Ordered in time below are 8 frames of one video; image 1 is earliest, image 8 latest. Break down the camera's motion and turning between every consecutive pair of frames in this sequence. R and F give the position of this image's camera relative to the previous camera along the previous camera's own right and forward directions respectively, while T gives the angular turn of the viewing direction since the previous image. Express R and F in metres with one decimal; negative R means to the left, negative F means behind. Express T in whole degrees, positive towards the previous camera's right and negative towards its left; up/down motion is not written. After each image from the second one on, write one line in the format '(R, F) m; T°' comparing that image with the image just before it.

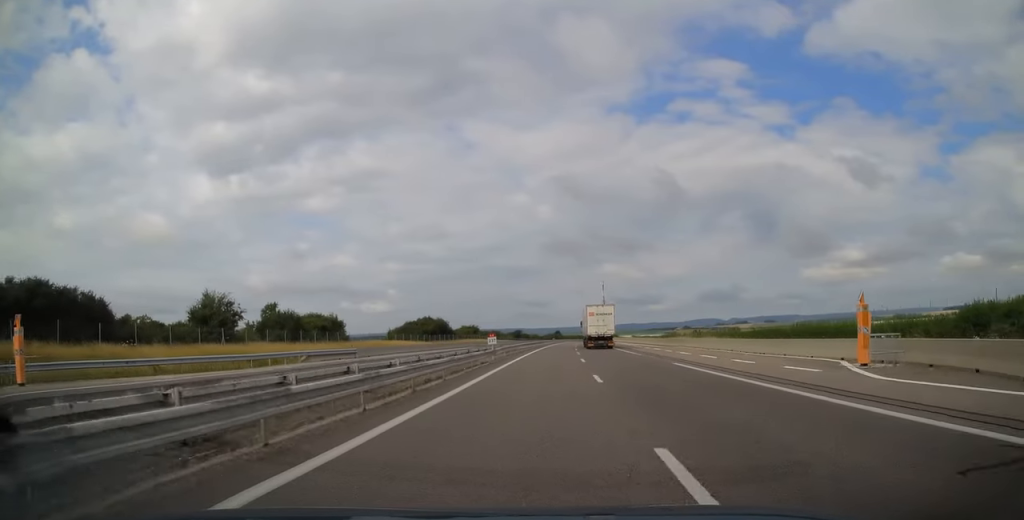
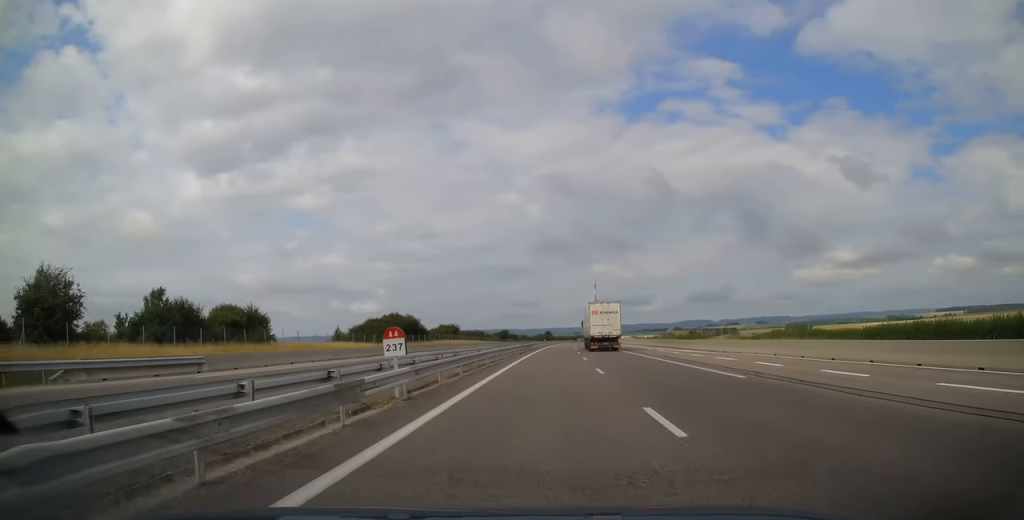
(+0.3, +22.0) m; +1°
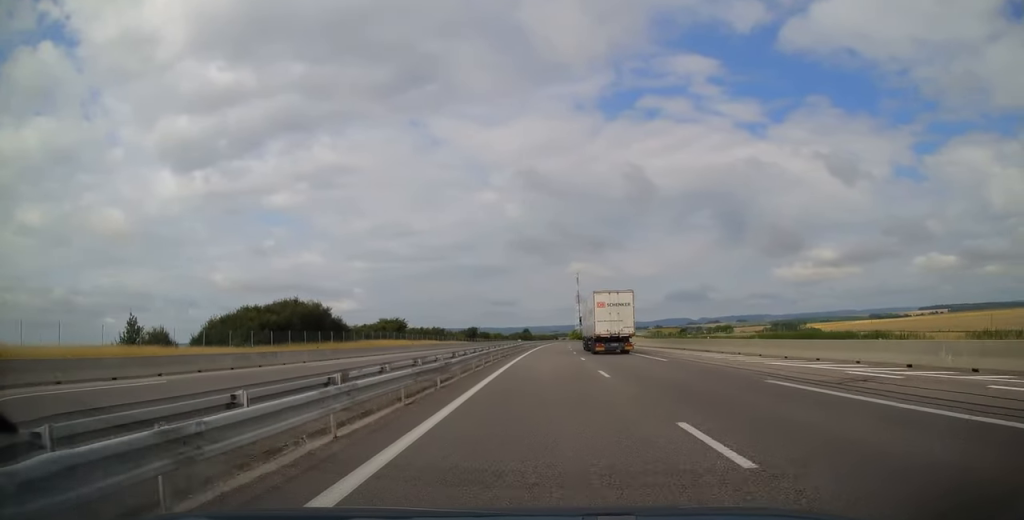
(+0.7, +40.6) m; +1°
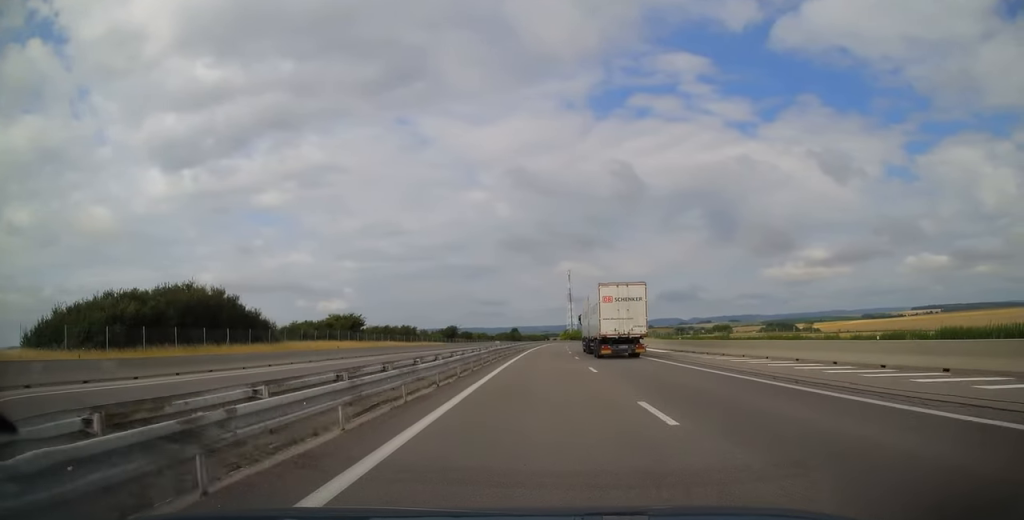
(0.0, +23.0) m; 0°
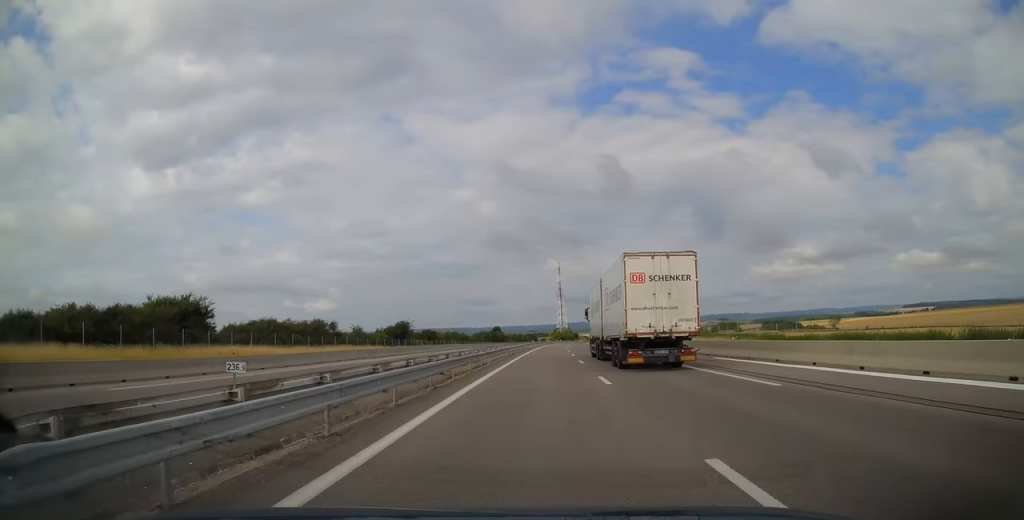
(+0.5, +44.1) m; +1°
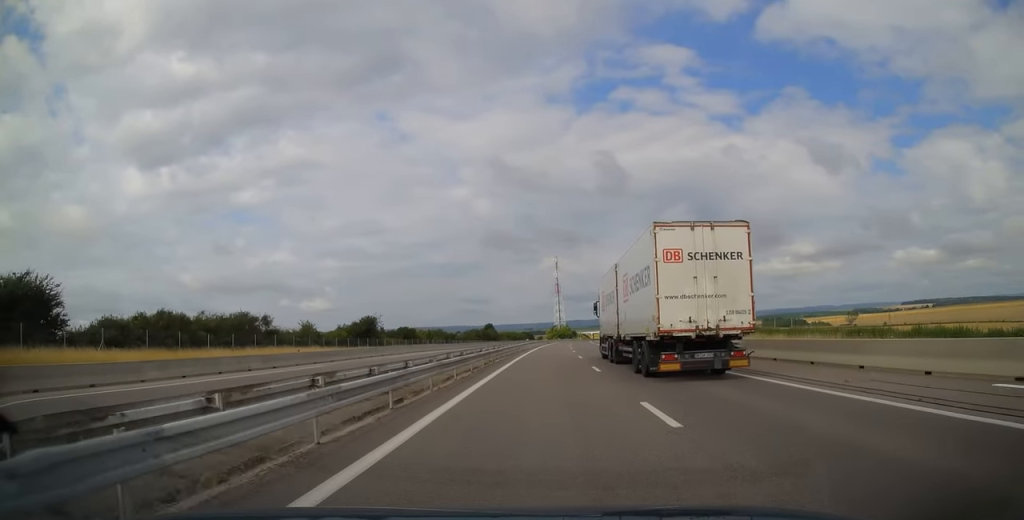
(+0.1, +20.6) m; +1°
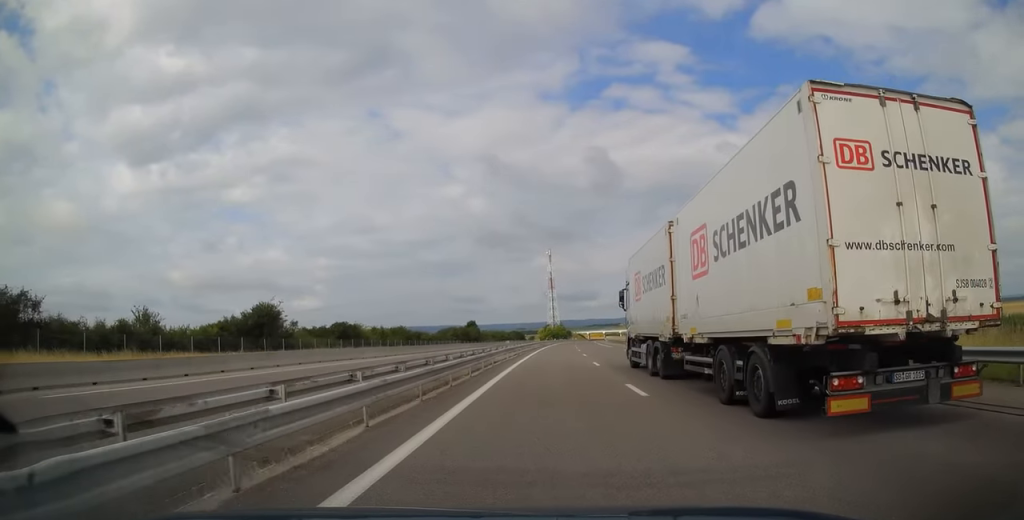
(+0.3, +34.3) m; +1°
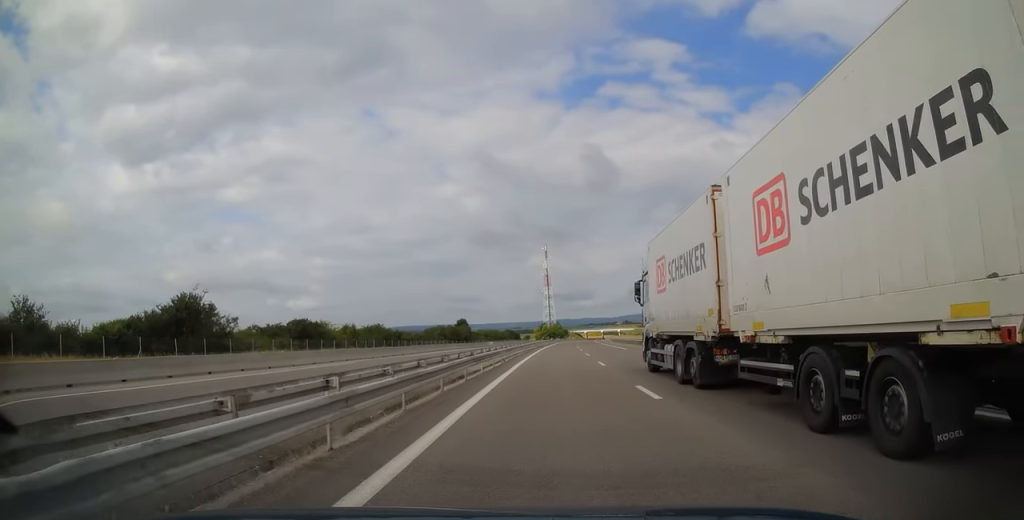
(+0.1, +13.7) m; 0°
